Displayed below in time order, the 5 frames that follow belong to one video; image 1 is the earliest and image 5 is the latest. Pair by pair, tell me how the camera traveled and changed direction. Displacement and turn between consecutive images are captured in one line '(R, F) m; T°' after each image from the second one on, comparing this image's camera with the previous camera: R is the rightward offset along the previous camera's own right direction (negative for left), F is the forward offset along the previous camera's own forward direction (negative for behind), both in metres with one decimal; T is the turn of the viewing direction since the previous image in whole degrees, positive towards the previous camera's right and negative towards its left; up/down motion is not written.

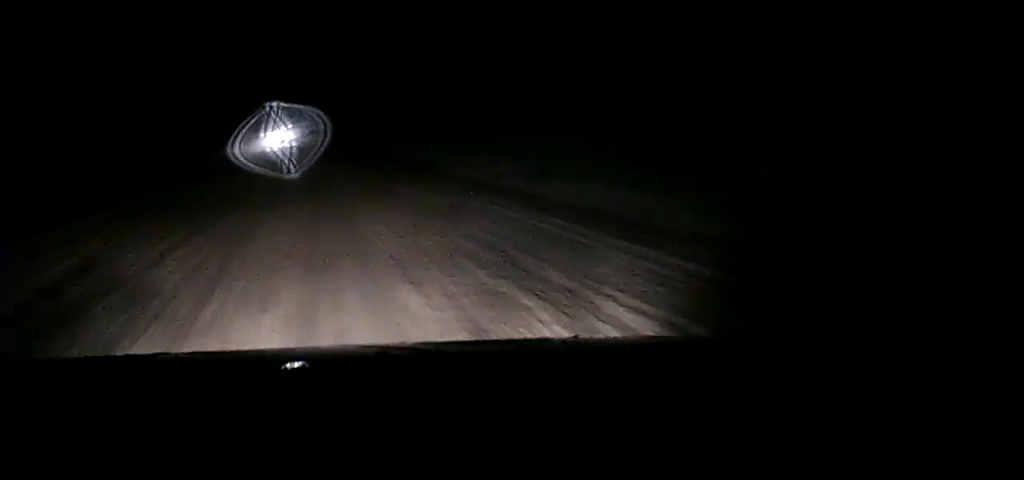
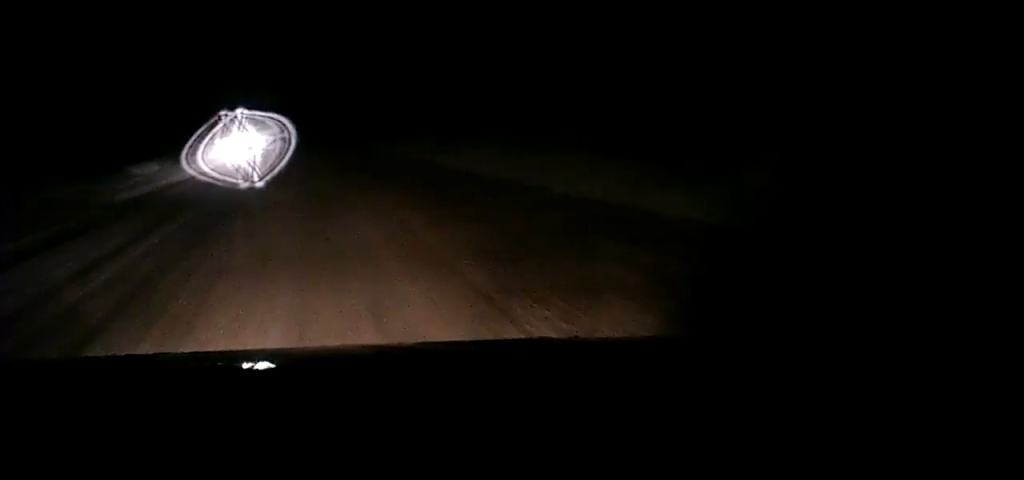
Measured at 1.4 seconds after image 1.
(0.0, +17.8) m; 0°
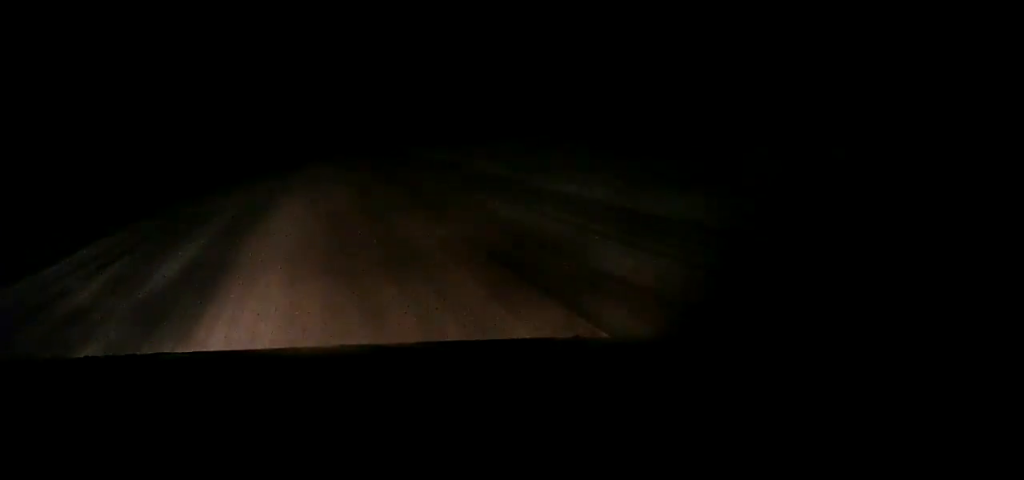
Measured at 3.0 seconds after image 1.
(0.0, +20.5) m; 0°
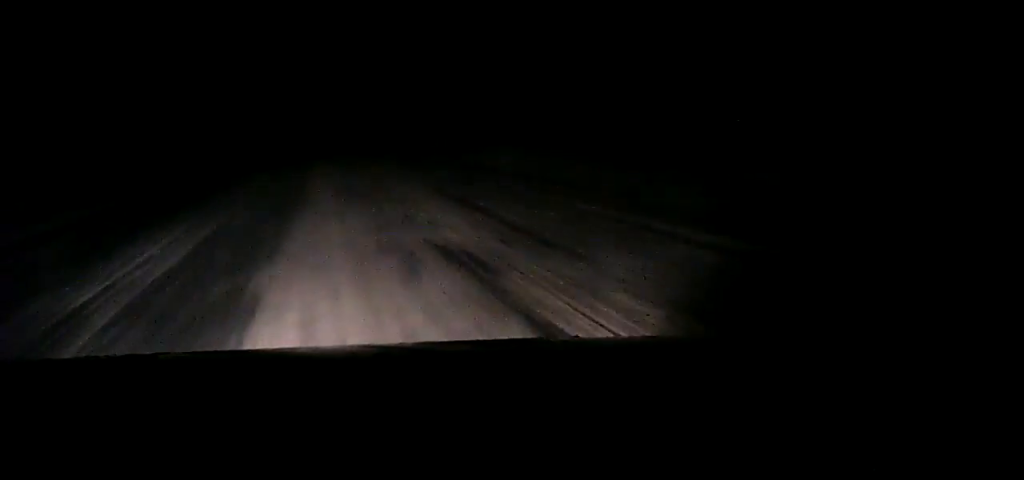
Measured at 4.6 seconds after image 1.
(-0.1, +19.2) m; -1°
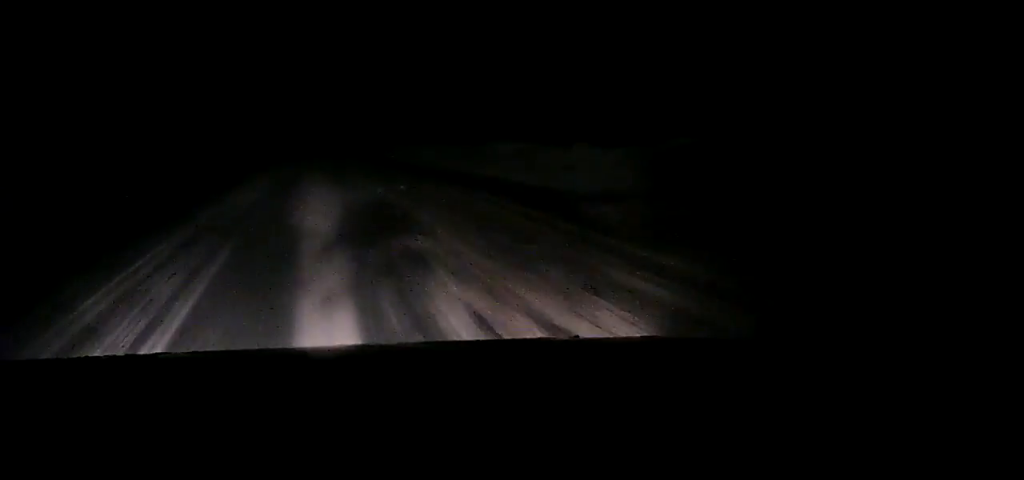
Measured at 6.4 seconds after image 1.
(0.0, +21.8) m; +1°
